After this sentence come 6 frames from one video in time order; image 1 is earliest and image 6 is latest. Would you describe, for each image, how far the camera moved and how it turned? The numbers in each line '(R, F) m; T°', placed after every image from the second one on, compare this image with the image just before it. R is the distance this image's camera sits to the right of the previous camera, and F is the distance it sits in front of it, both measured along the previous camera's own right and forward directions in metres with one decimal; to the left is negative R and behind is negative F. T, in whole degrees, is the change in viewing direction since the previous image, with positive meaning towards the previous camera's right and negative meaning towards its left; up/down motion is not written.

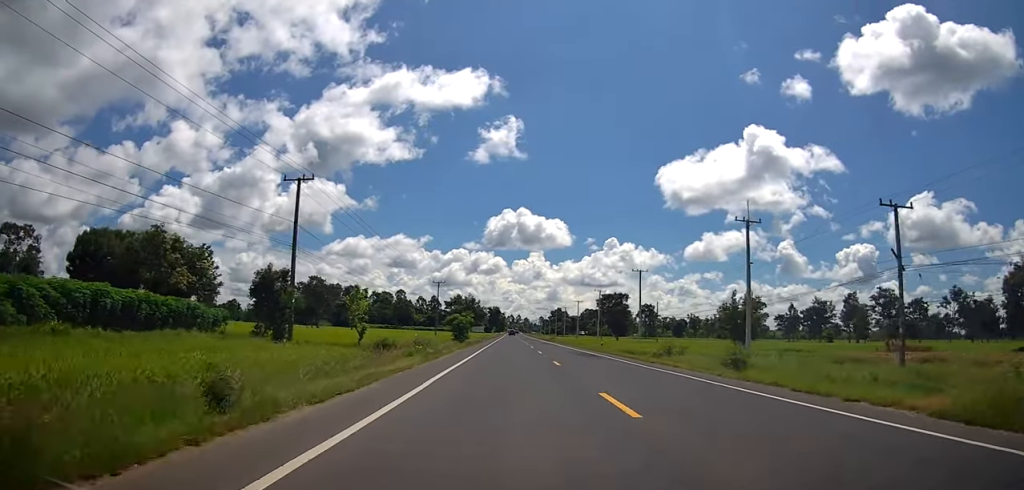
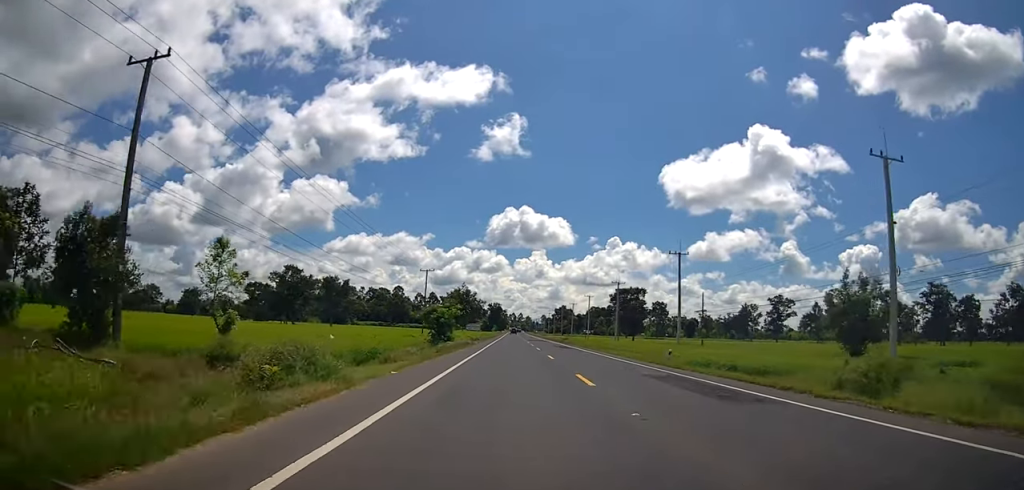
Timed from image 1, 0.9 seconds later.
(0.0, +19.7) m; 0°
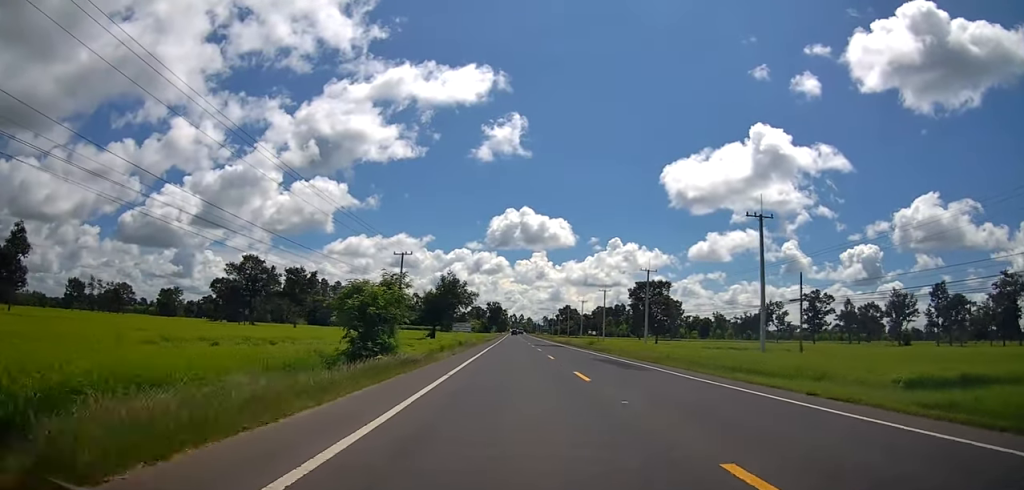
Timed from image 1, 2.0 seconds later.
(0.0, +23.2) m; 0°
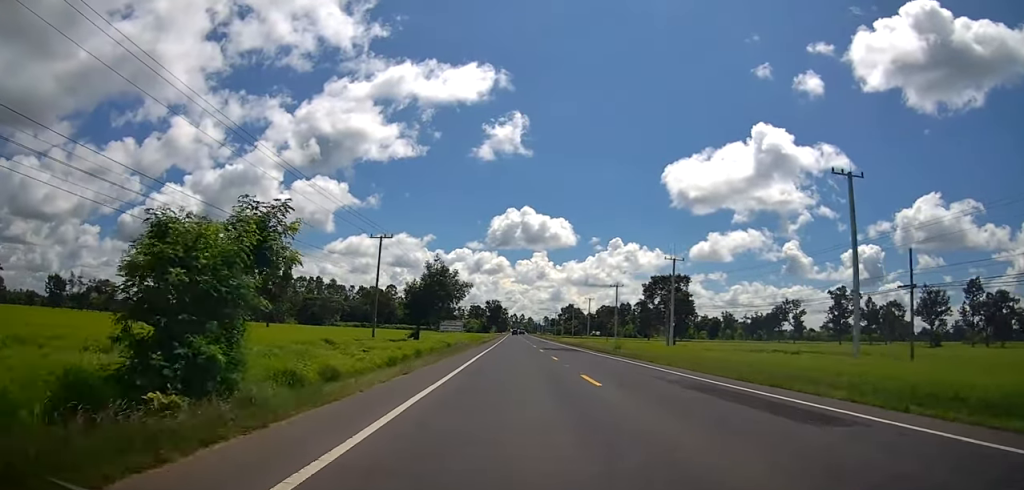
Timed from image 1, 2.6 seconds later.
(+0.3, +13.4) m; 0°
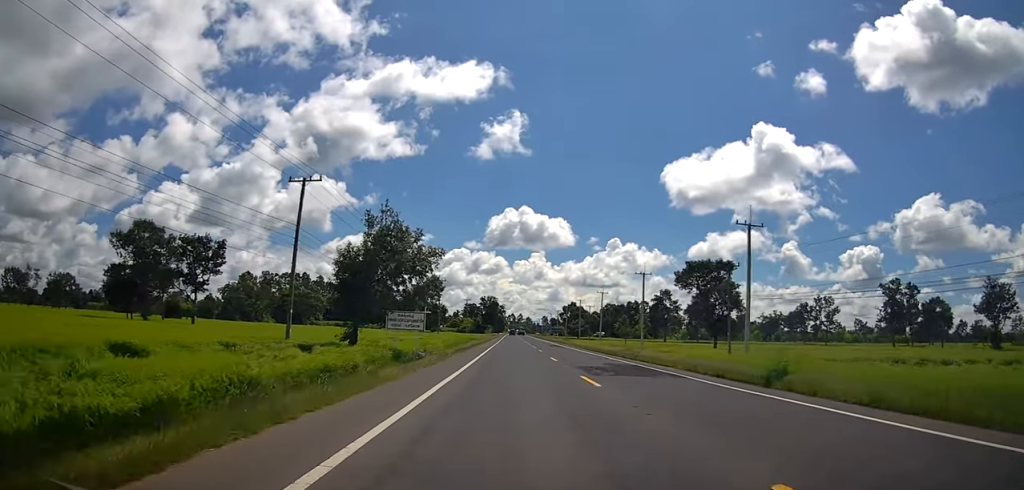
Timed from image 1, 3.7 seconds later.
(-0.9, +24.2) m; -1°
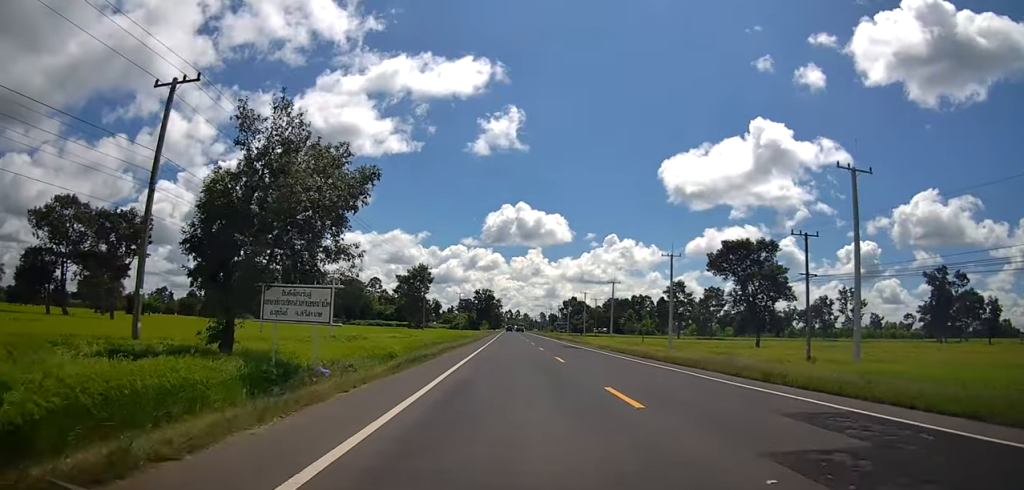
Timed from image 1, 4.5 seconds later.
(-0.1, +16.9) m; +2°
